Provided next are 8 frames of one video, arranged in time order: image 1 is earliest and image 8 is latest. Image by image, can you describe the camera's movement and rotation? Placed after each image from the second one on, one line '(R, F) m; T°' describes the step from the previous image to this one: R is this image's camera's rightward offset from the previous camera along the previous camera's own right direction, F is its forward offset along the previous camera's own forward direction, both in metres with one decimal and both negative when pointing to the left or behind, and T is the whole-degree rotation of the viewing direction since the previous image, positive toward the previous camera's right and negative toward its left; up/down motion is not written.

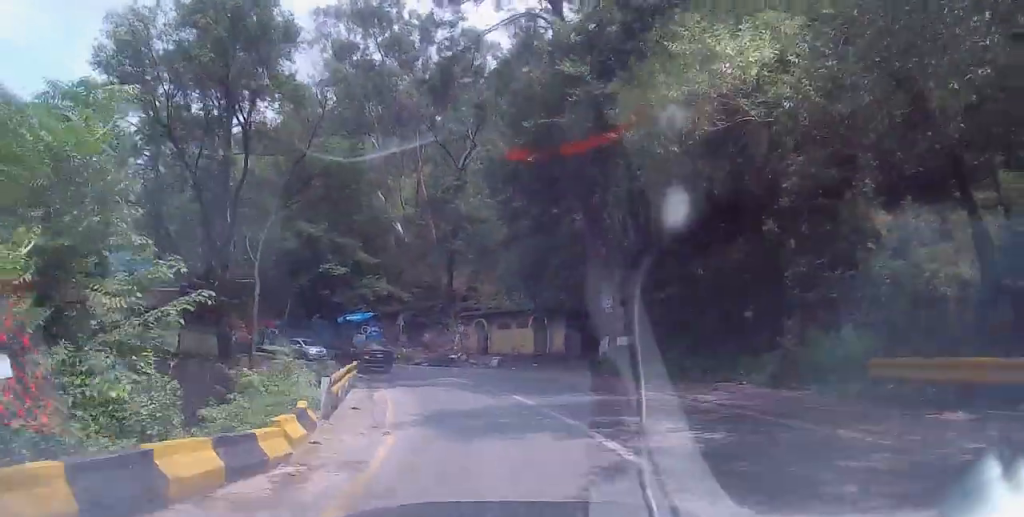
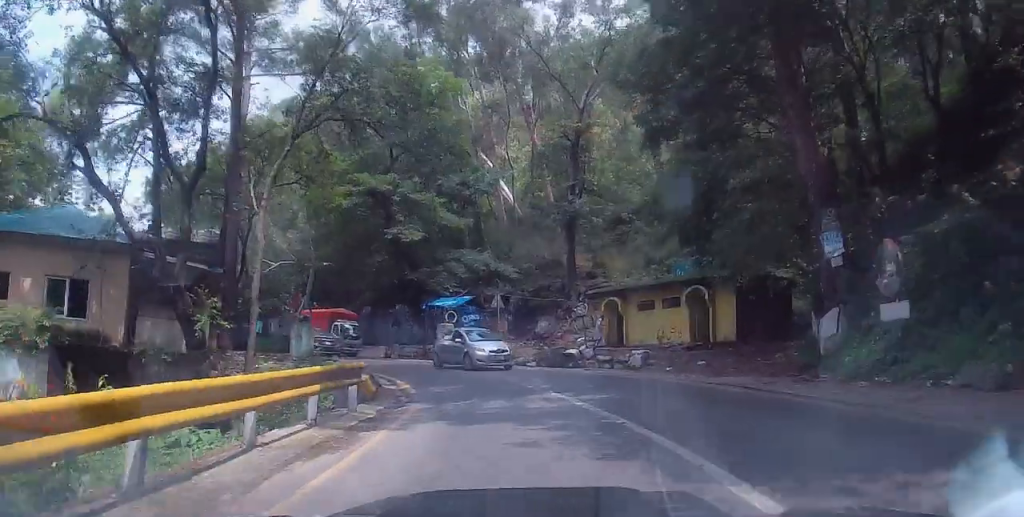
(-1.4, +11.8) m; -11°
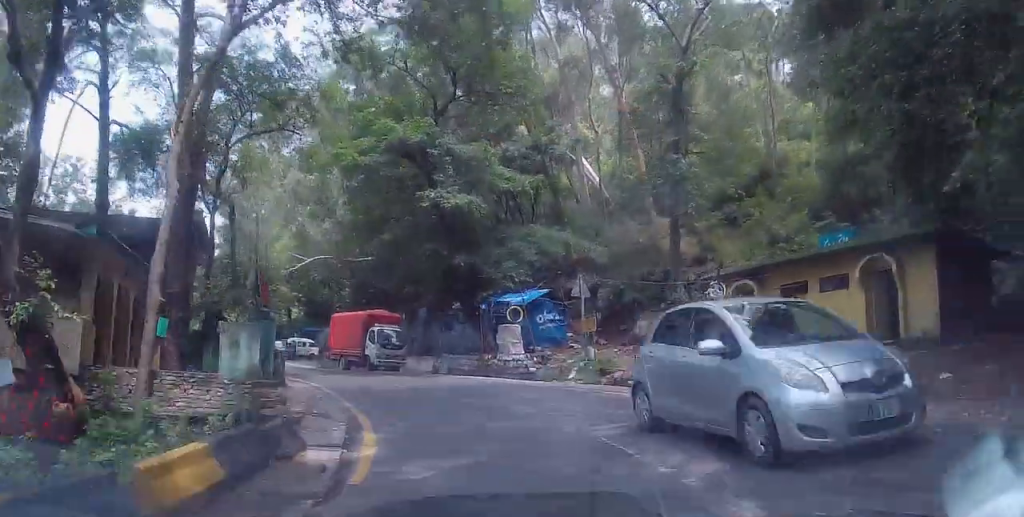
(-0.4, +9.3) m; -7°
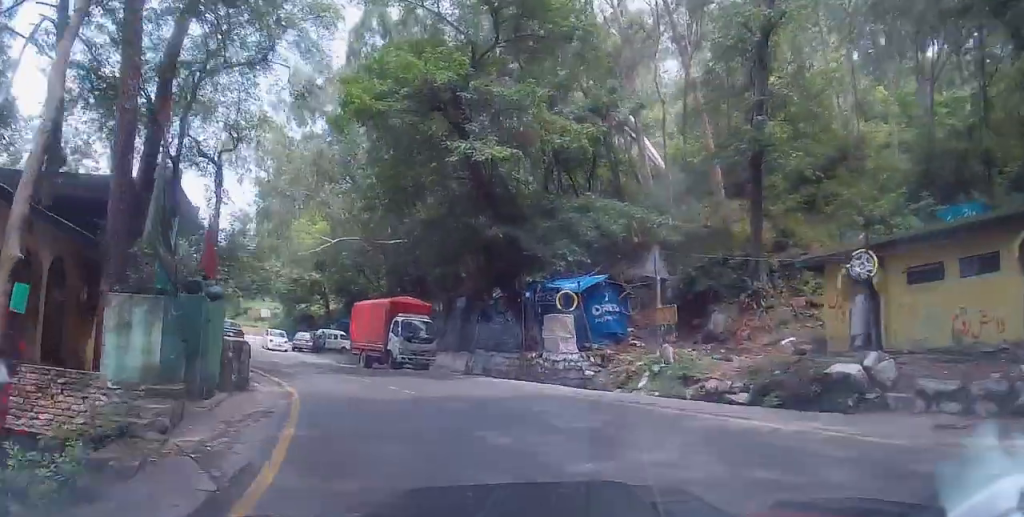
(-0.3, +4.9) m; -8°
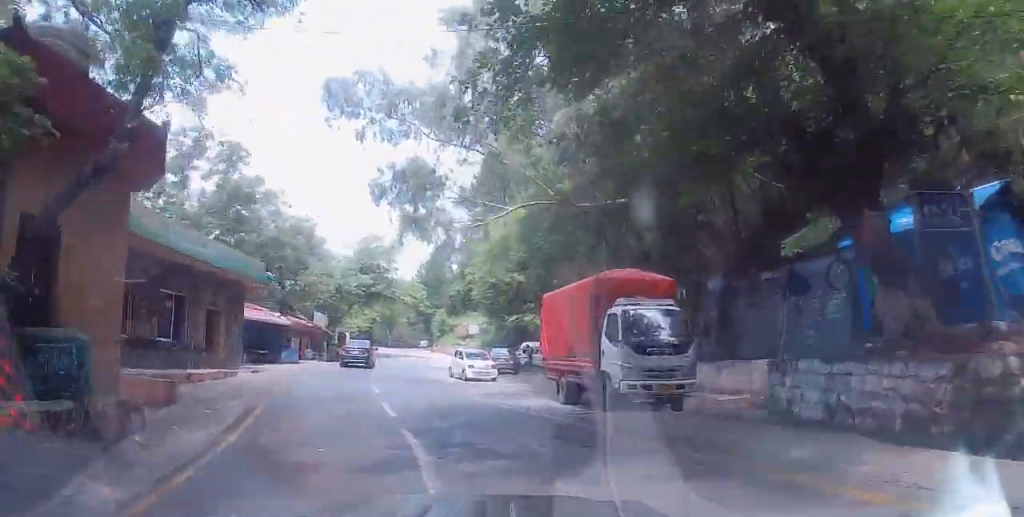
(-2.3, +12.0) m; -18°
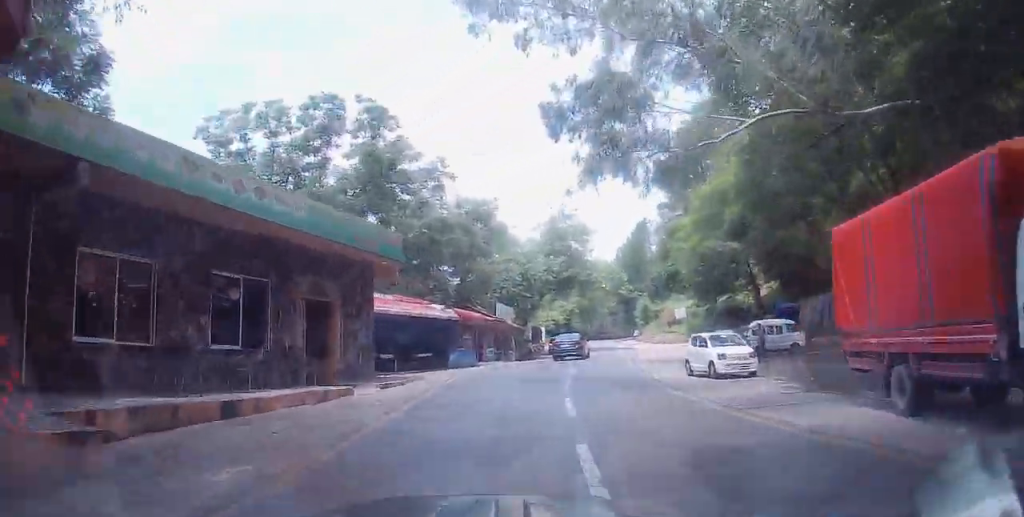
(-0.1, +7.5) m; -9°
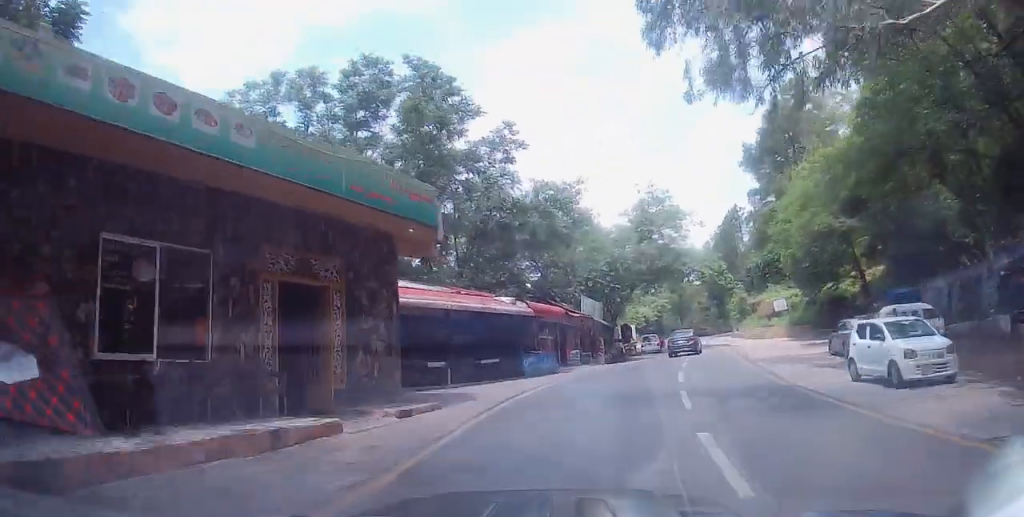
(-0.5, +5.4) m; -6°
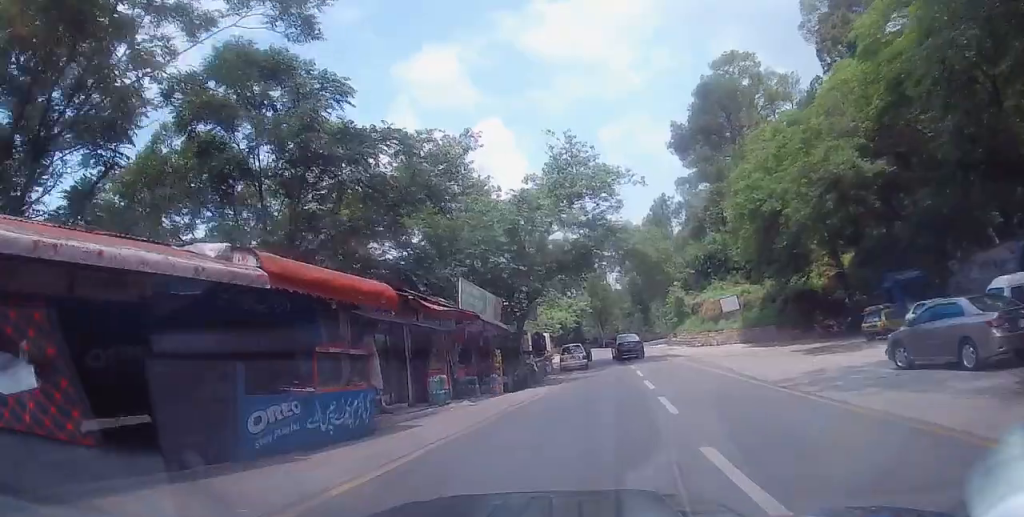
(-1.4, +13.3) m; +1°
